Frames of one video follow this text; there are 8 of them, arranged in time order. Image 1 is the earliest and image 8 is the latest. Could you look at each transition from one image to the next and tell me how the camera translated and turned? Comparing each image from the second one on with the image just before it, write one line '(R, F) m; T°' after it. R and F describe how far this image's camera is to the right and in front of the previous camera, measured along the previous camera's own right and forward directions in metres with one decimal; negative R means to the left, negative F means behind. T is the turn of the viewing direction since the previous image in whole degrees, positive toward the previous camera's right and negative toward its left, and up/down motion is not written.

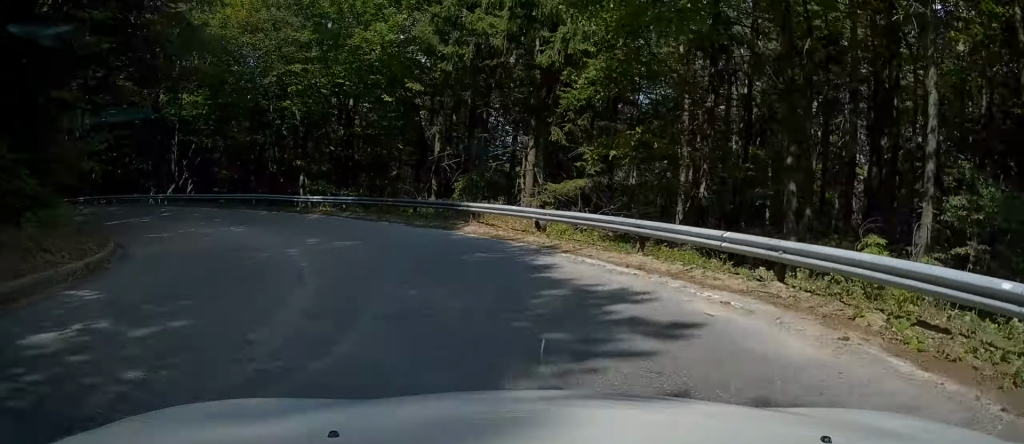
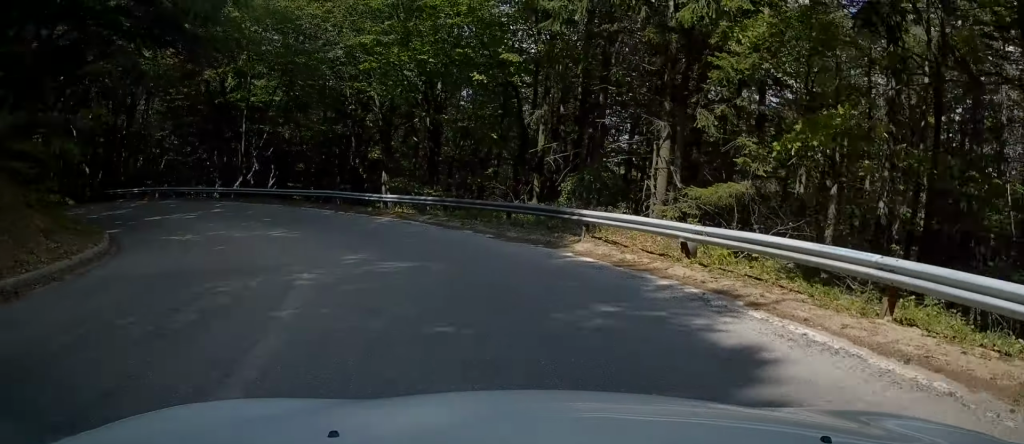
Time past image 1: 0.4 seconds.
(-0.7, +5.0) m; -7°
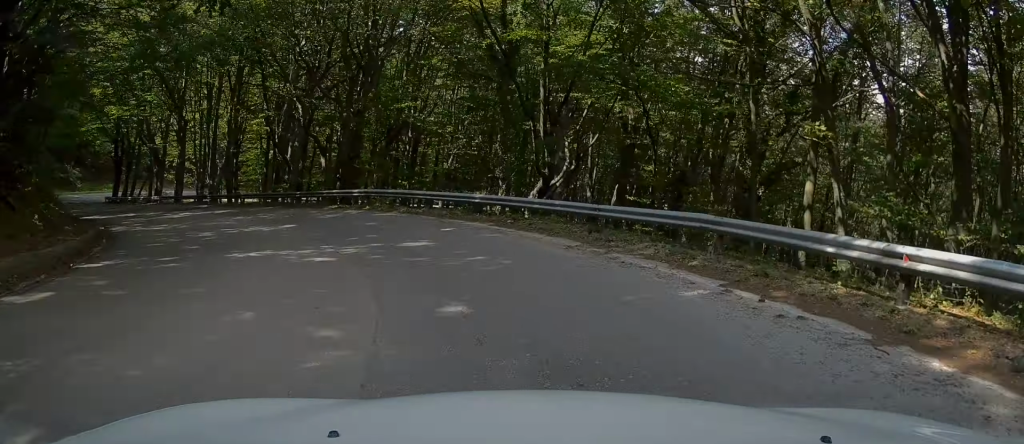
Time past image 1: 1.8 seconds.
(-2.8, +17.0) m; -24°
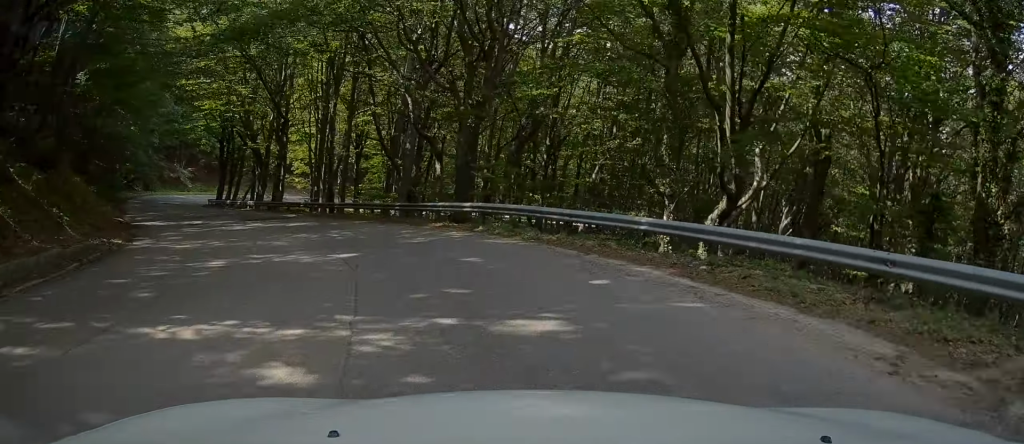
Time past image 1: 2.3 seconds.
(-1.2, +6.5) m; -10°
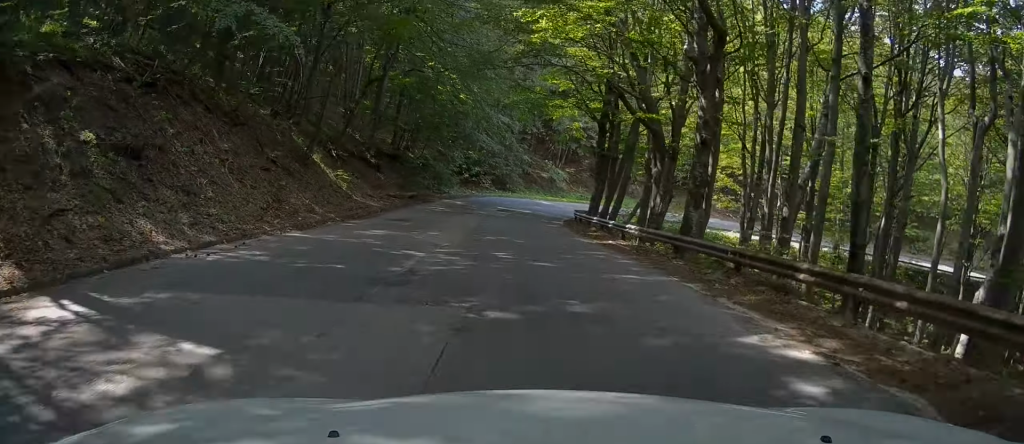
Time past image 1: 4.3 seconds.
(-7.7, +23.7) m; -30°
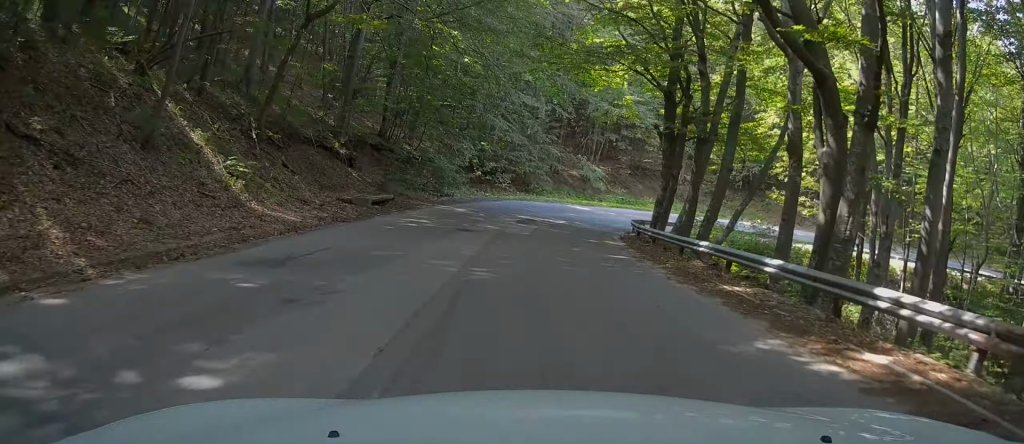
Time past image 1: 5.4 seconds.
(-1.0, +13.1) m; -4°
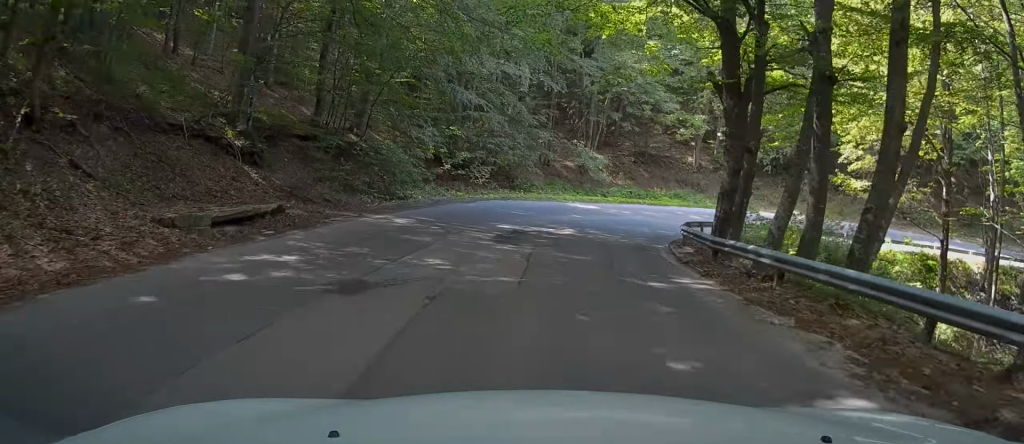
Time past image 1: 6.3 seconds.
(0.0, +9.7) m; +2°
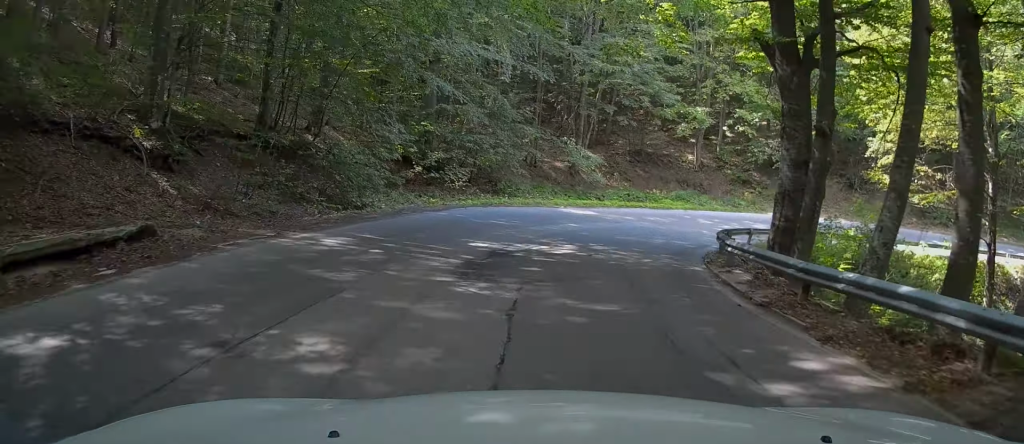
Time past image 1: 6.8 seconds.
(-0.1, +4.4) m; +1°
